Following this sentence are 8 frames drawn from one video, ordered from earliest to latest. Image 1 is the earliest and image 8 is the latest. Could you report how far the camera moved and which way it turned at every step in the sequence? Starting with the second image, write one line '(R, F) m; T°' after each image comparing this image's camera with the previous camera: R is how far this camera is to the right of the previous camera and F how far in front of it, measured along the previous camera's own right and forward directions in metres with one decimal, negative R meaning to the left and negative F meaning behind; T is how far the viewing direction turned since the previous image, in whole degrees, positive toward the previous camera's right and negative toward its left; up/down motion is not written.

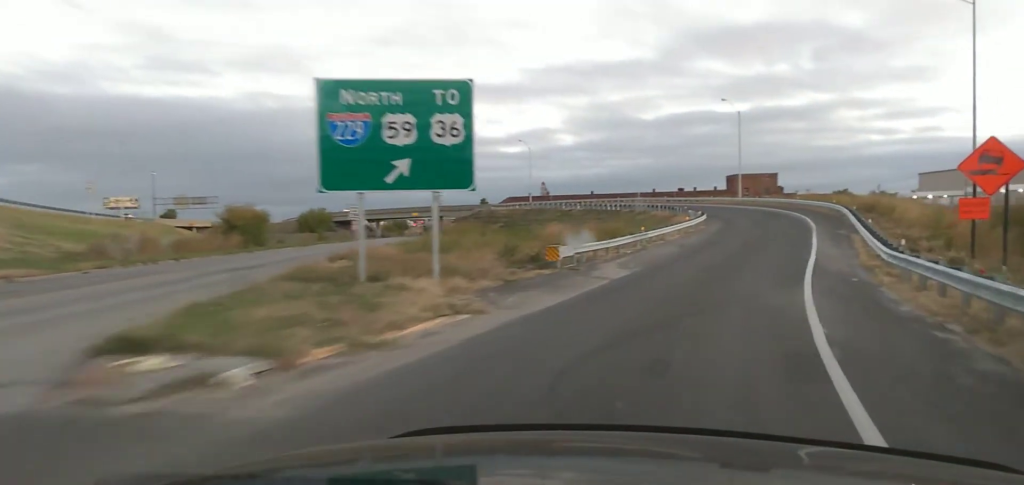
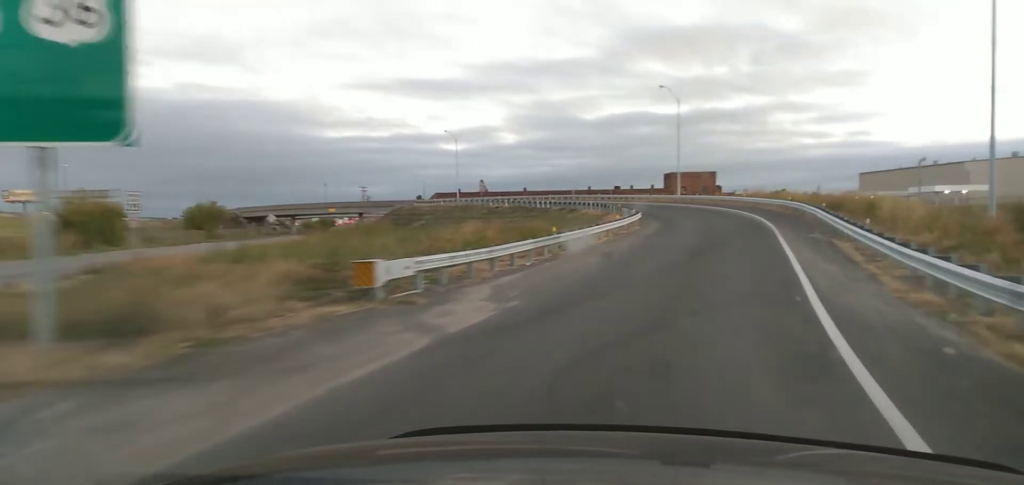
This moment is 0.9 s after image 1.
(+0.9, +12.5) m; +5°
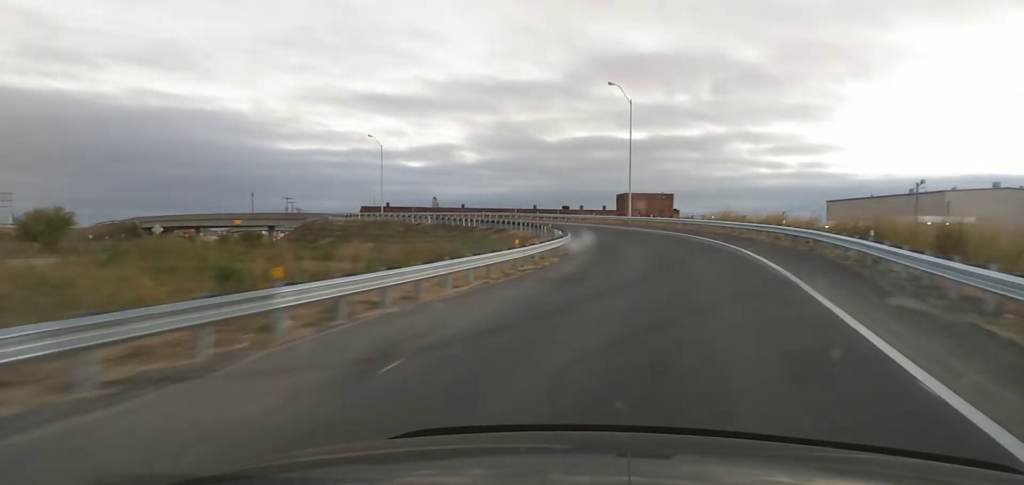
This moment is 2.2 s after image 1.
(+0.7, +18.3) m; +4°
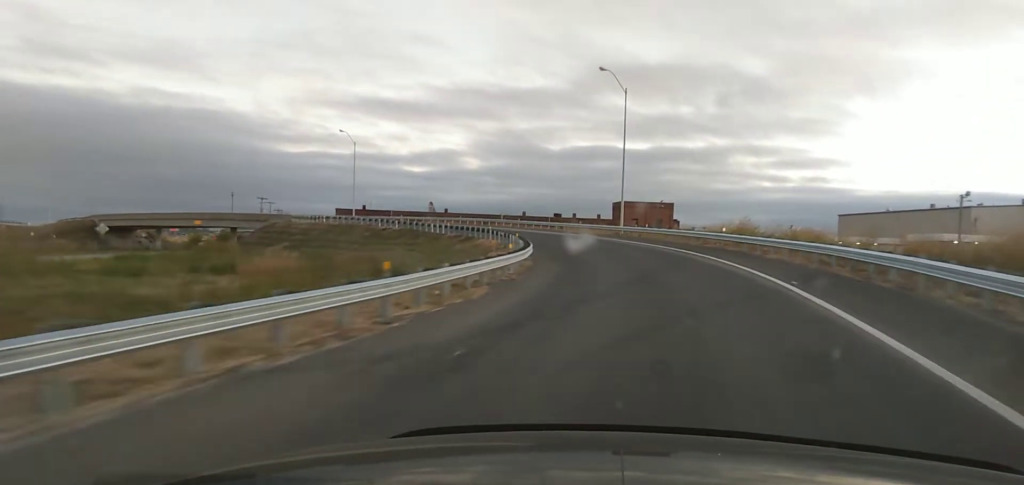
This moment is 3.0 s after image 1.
(+0.4, +11.8) m; +1°
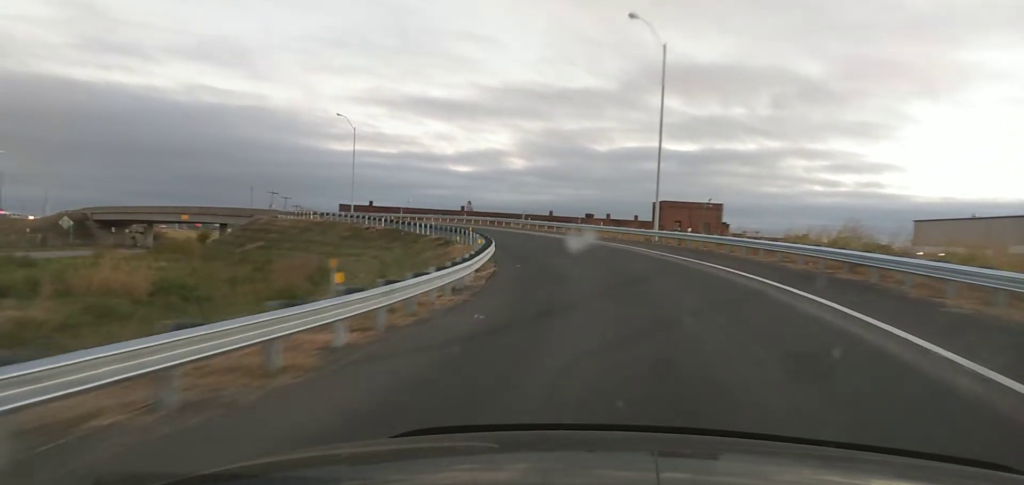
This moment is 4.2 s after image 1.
(-0.6, +17.4) m; -5°
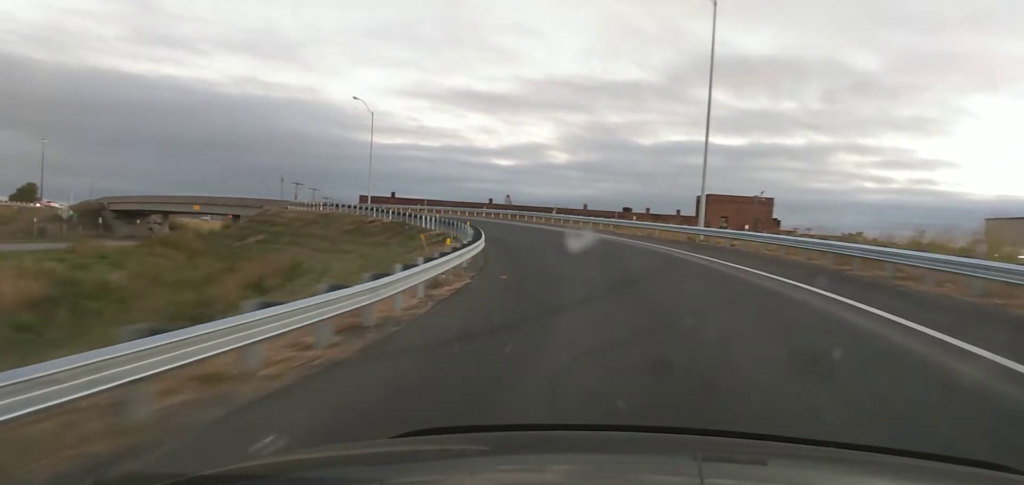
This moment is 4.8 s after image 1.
(-0.3, +9.1) m; -3°
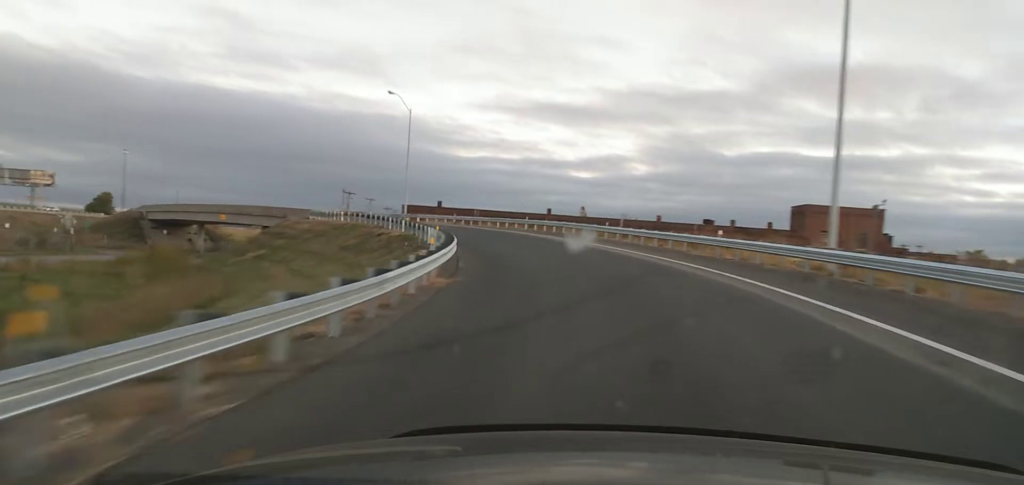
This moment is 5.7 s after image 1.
(-0.6, +15.0) m; -5°
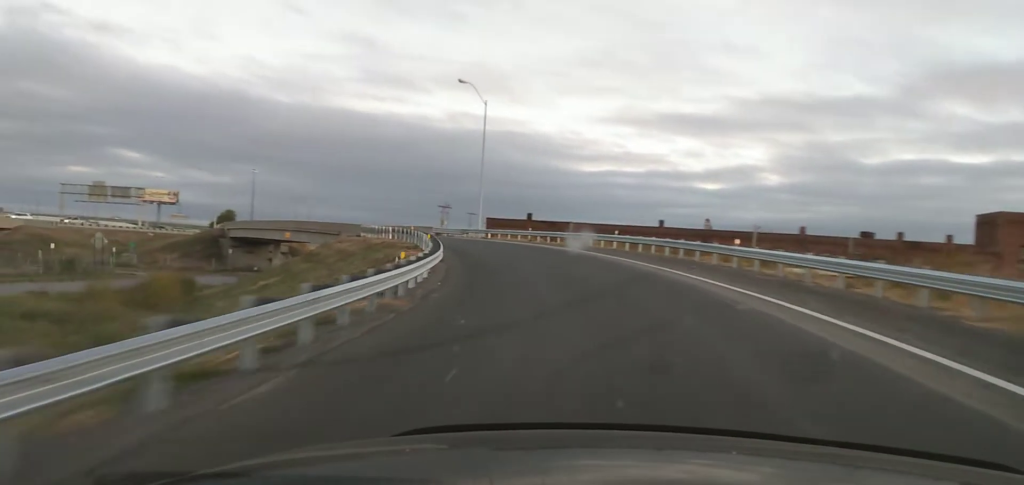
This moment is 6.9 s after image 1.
(-1.1, +18.5) m; -10°
